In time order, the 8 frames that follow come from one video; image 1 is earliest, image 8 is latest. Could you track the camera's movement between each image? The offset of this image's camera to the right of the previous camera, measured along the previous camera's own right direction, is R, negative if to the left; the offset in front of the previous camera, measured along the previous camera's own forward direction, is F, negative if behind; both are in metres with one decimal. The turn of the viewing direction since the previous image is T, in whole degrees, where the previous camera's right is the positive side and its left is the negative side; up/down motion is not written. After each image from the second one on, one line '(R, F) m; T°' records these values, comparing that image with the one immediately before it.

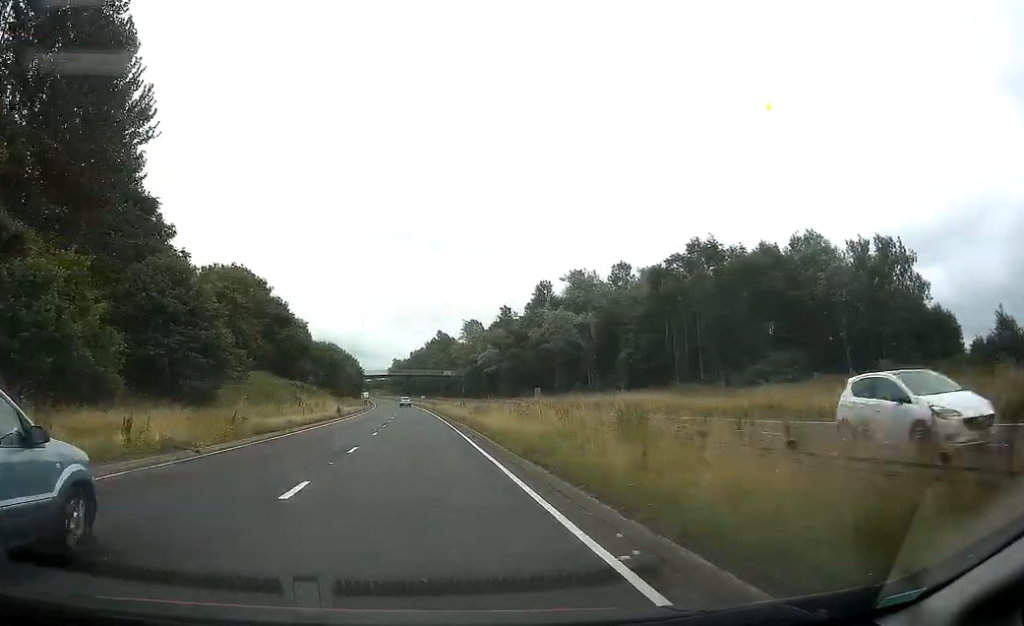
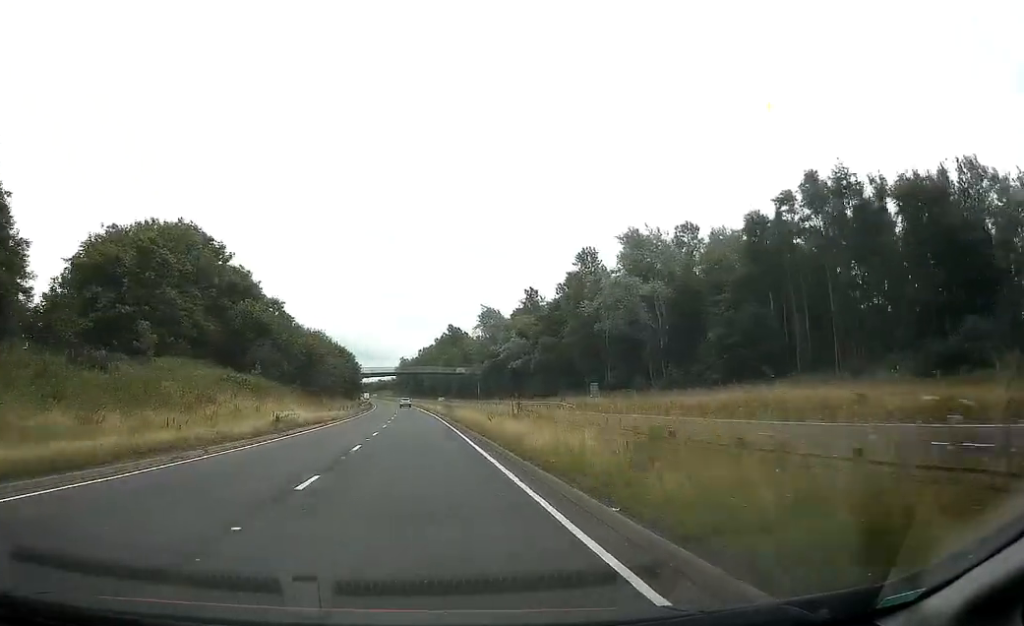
(+0.3, +24.5) m; 0°
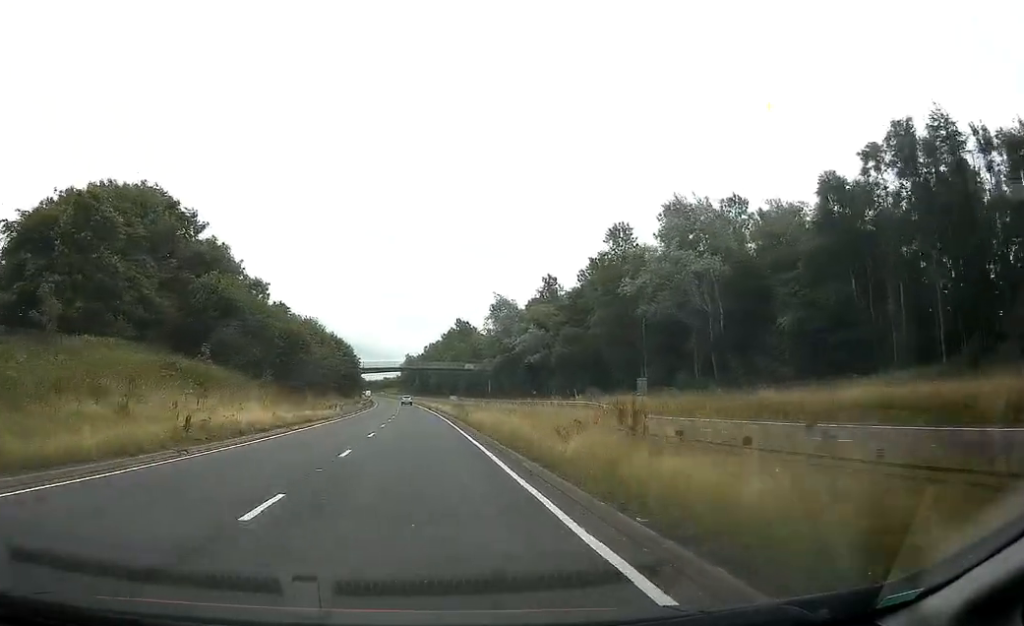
(0.0, +12.2) m; 0°
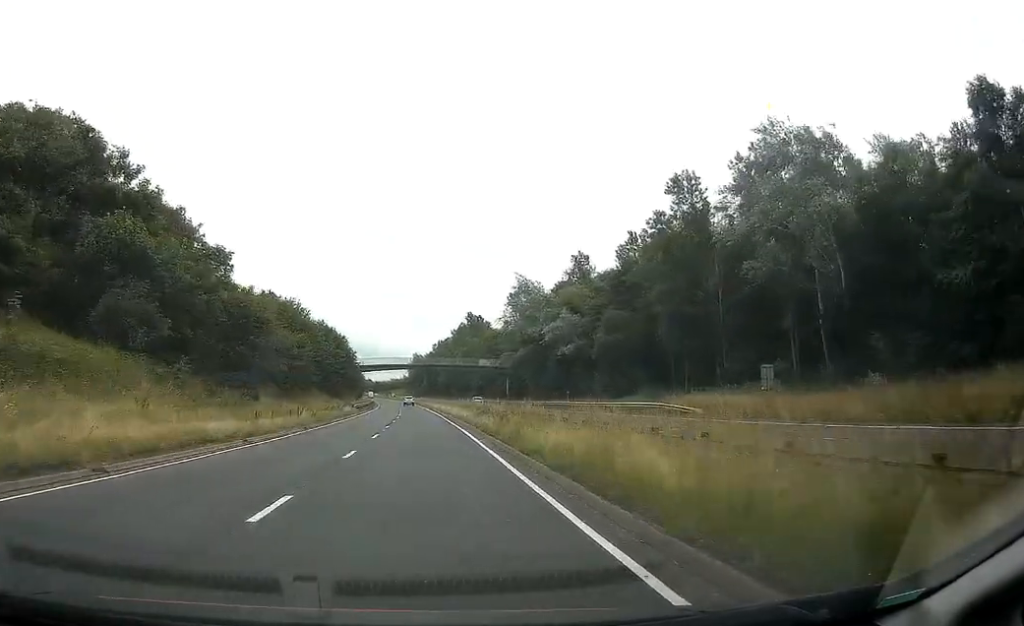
(-0.2, +17.7) m; -1°
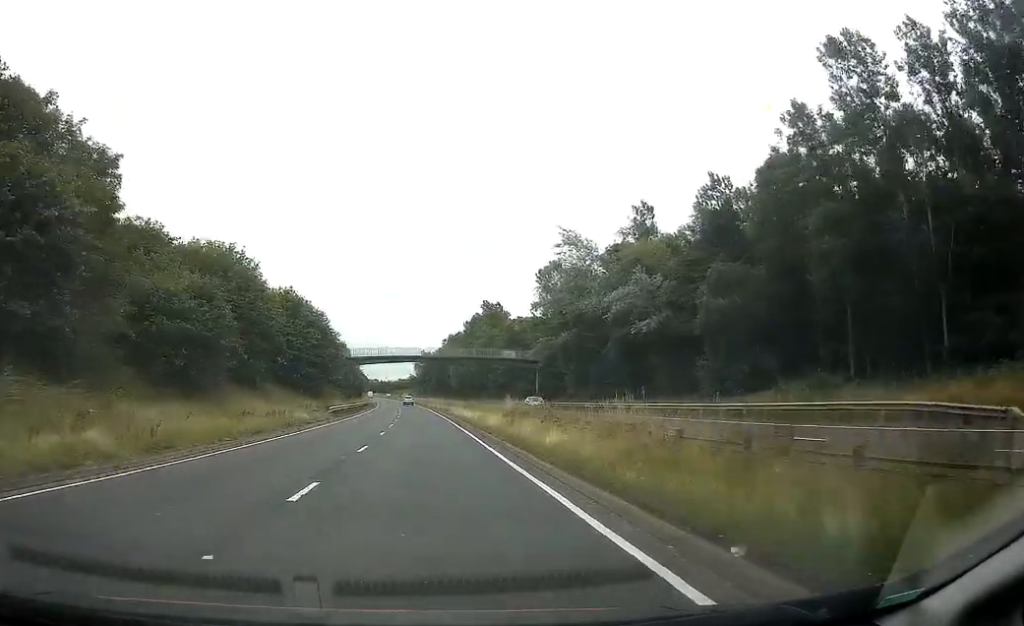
(-0.4, +25.0) m; -1°
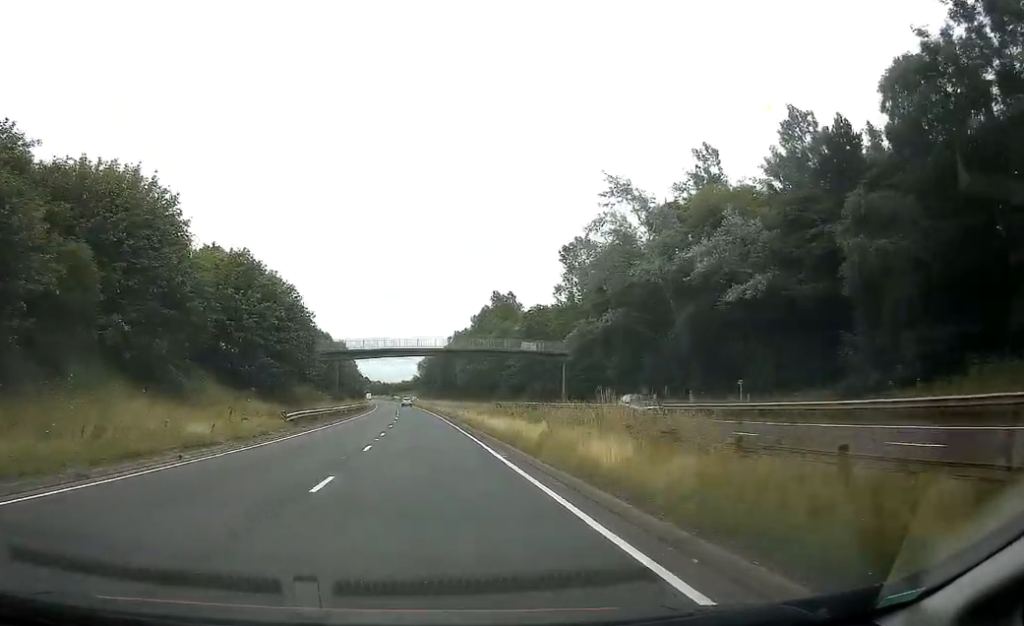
(0.0, +15.7) m; 0°
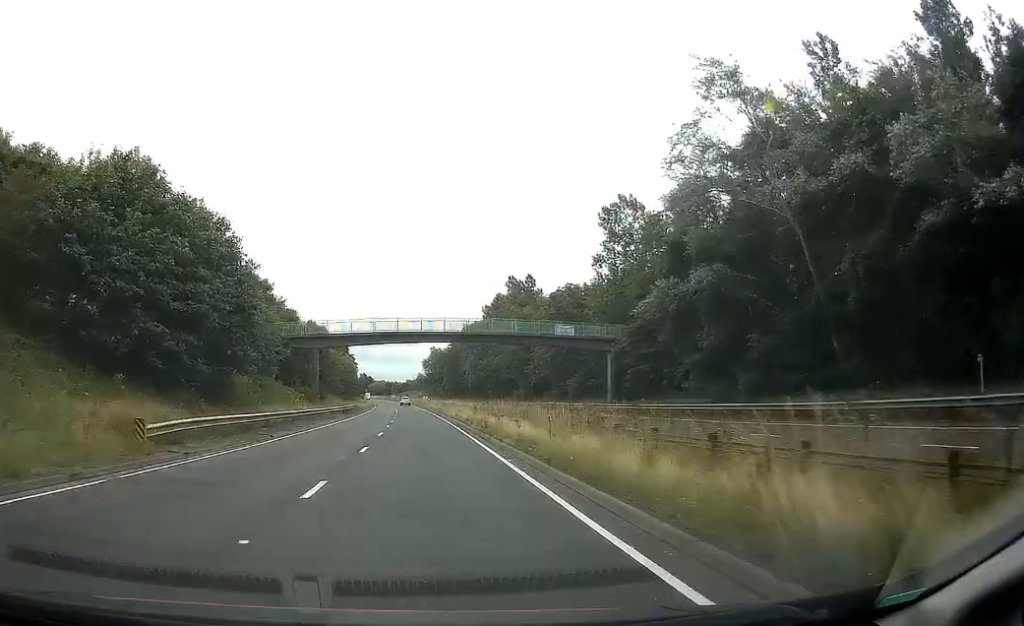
(0.0, +18.3) m; 0°
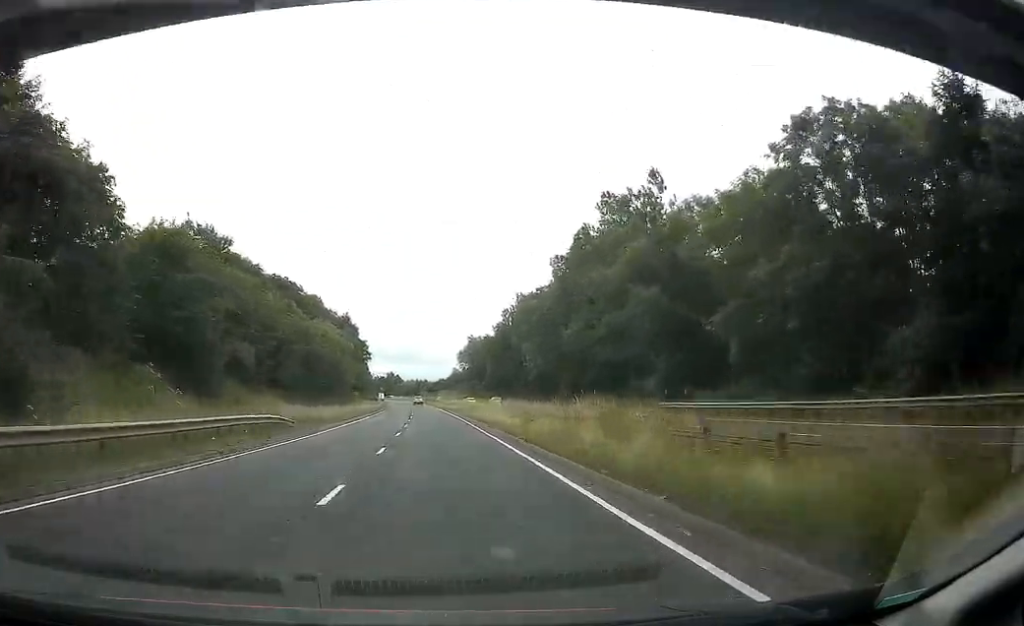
(-0.2, +54.0) m; -2°
